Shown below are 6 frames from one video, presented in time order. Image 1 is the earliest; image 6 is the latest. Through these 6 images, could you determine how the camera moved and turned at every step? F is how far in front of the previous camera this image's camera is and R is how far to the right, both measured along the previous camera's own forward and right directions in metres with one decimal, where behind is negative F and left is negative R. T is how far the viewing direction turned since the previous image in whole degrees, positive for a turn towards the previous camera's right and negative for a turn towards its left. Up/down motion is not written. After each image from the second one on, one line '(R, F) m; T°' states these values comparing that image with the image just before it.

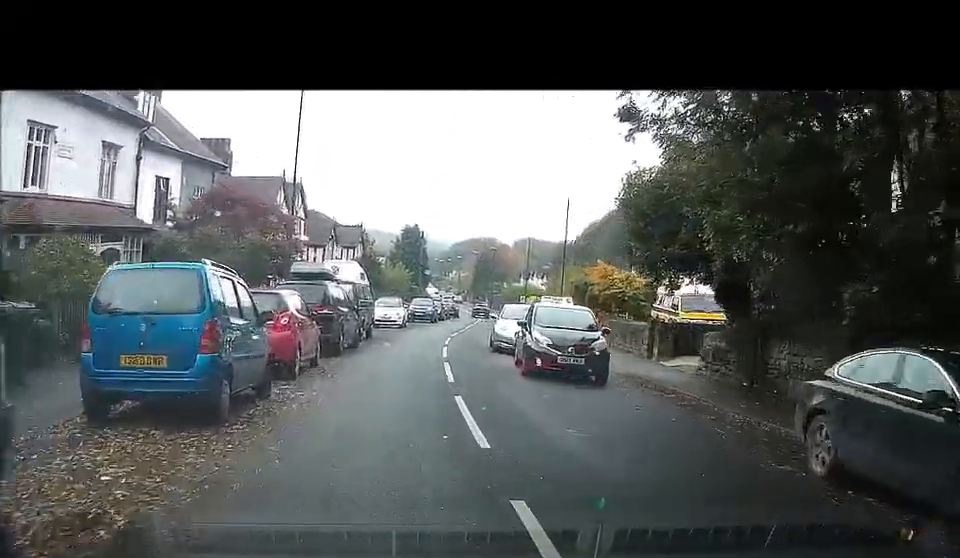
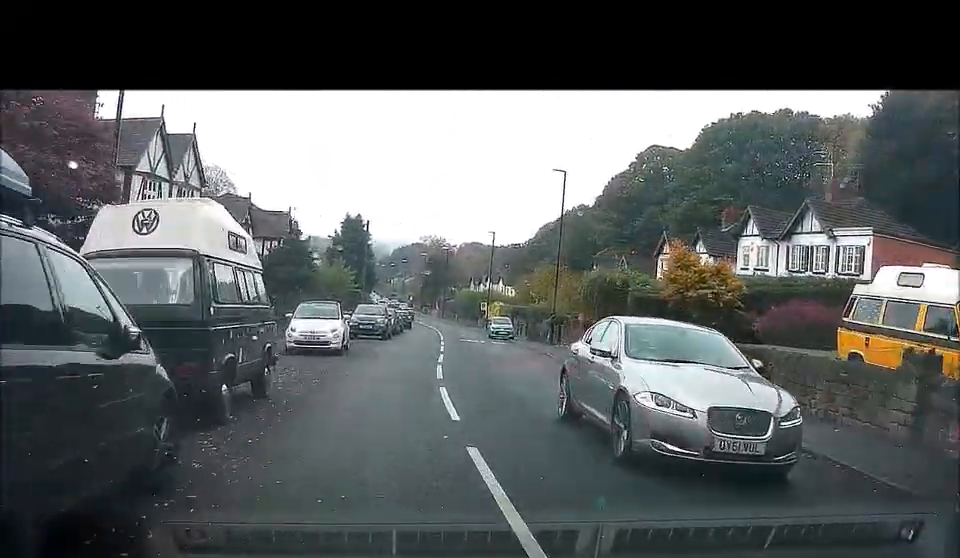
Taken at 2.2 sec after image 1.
(+0.5, +15.2) m; +6°
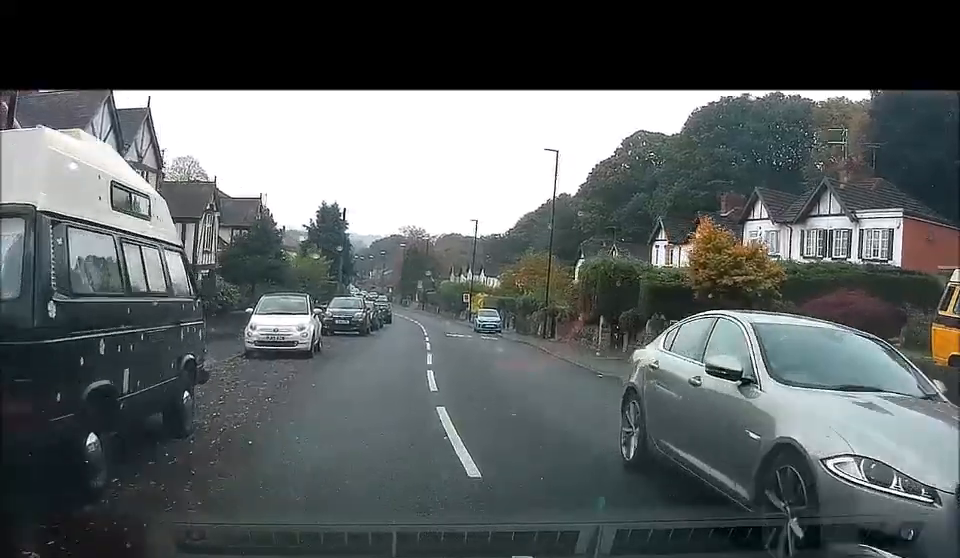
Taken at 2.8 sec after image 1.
(+0.2, +3.3) m; +2°
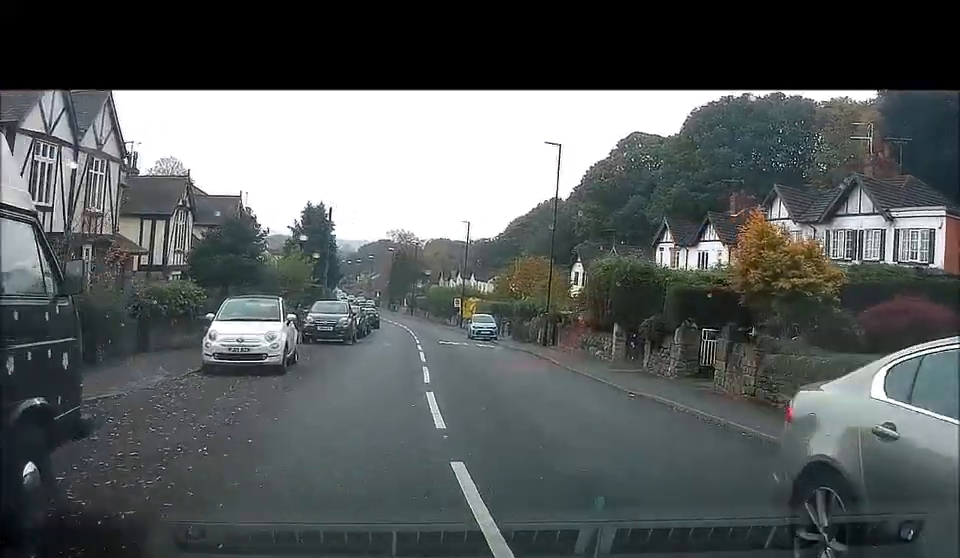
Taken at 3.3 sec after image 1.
(+0.1, +3.0) m; +2°
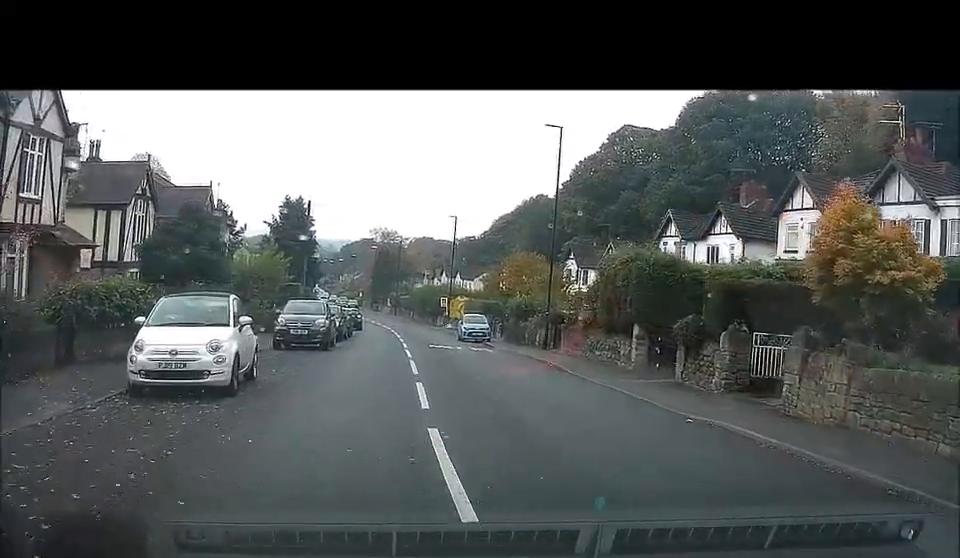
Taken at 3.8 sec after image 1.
(-0.1, +3.3) m; +5°
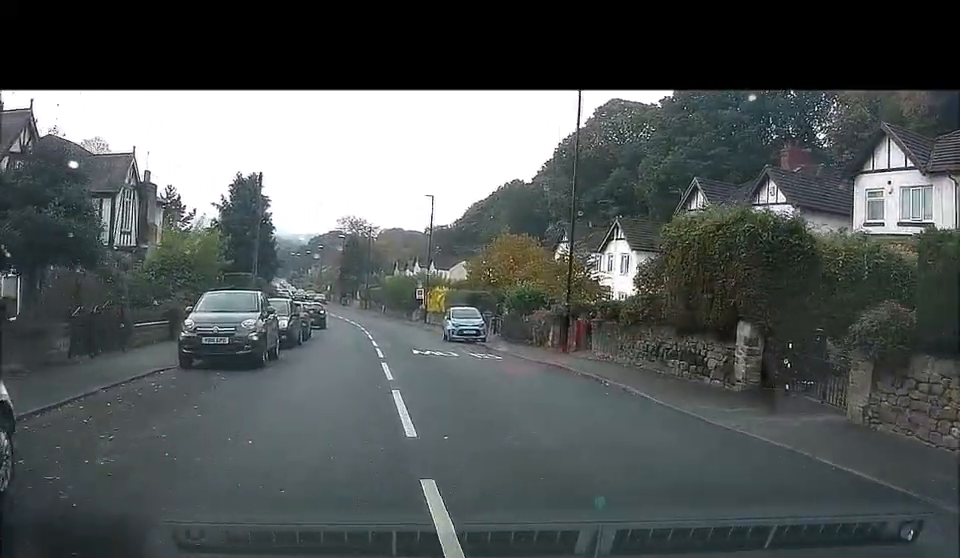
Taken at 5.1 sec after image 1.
(+0.8, +6.5) m; +11°
